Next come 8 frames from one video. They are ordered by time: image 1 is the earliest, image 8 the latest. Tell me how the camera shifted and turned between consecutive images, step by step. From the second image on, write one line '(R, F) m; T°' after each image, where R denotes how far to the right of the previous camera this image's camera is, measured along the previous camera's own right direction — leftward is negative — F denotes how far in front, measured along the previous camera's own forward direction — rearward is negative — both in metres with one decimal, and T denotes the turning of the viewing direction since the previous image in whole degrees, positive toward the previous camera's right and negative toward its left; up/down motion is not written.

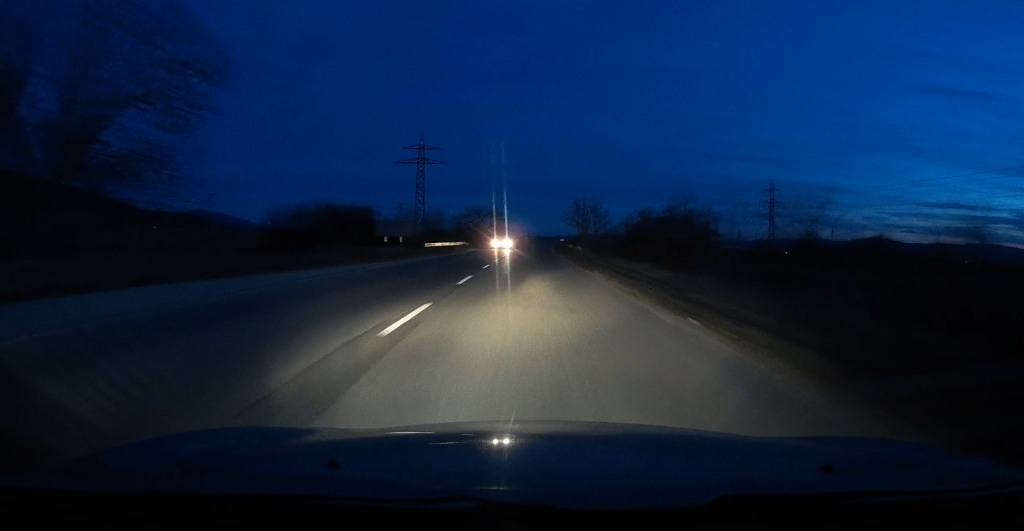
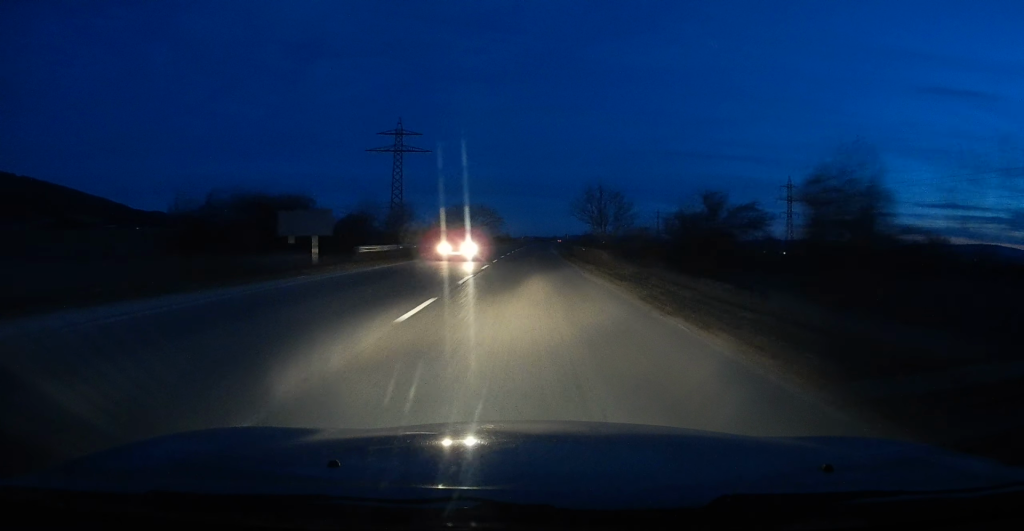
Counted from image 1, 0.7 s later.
(+0.2, +14.6) m; +1°
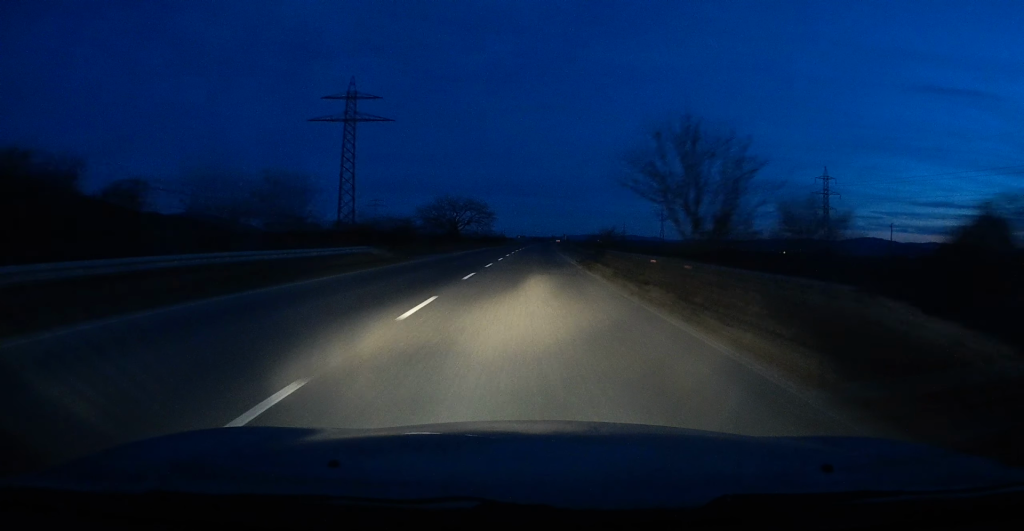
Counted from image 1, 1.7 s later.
(+0.2, +22.0) m; 0°
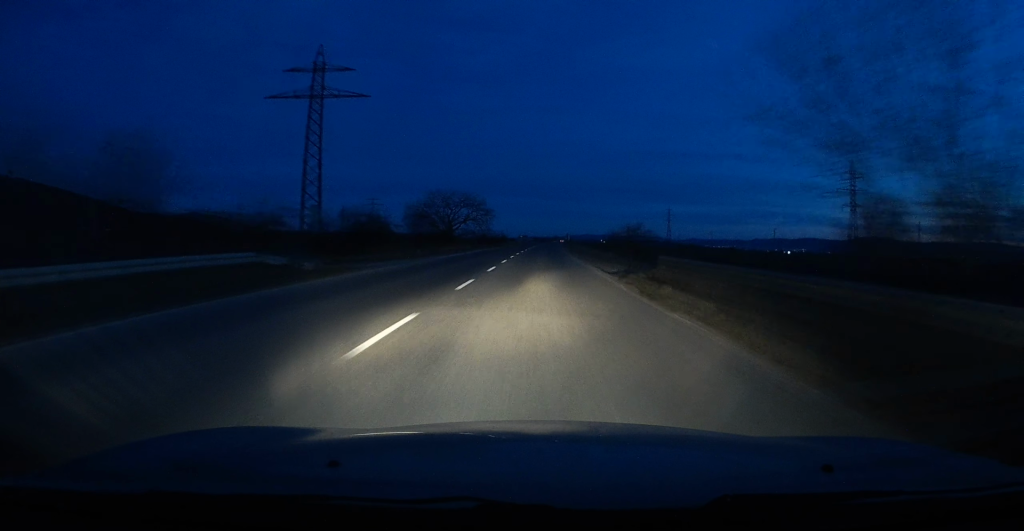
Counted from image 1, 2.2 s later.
(+0.1, +11.0) m; -1°
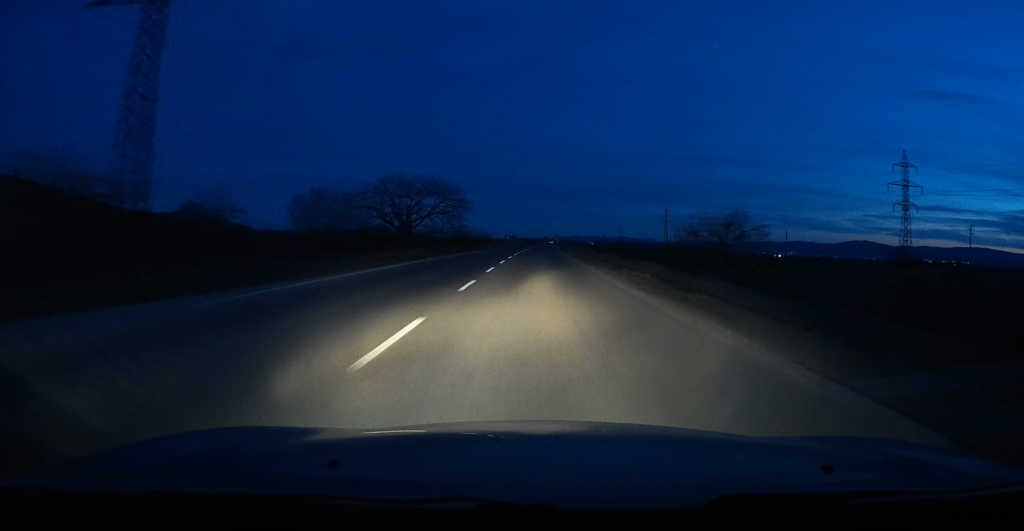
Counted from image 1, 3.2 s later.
(-0.3, +23.5) m; 0°
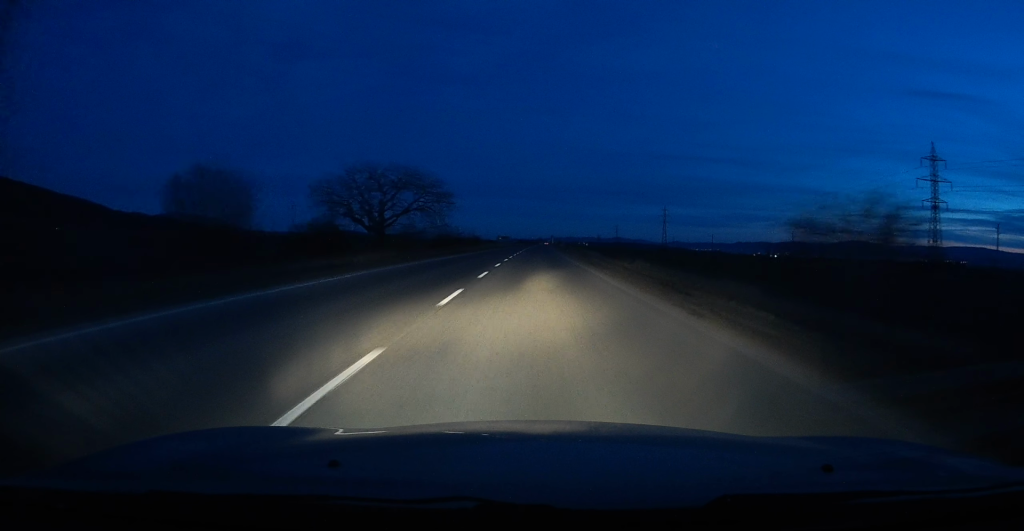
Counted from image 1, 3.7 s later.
(+0.2, +10.3) m; +1°
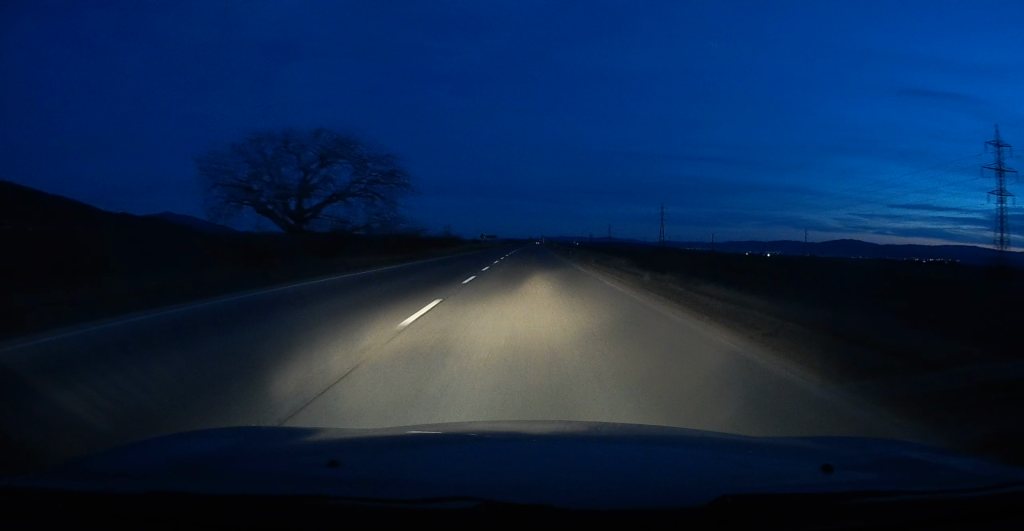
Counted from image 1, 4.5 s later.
(+0.2, +18.3) m; +1°
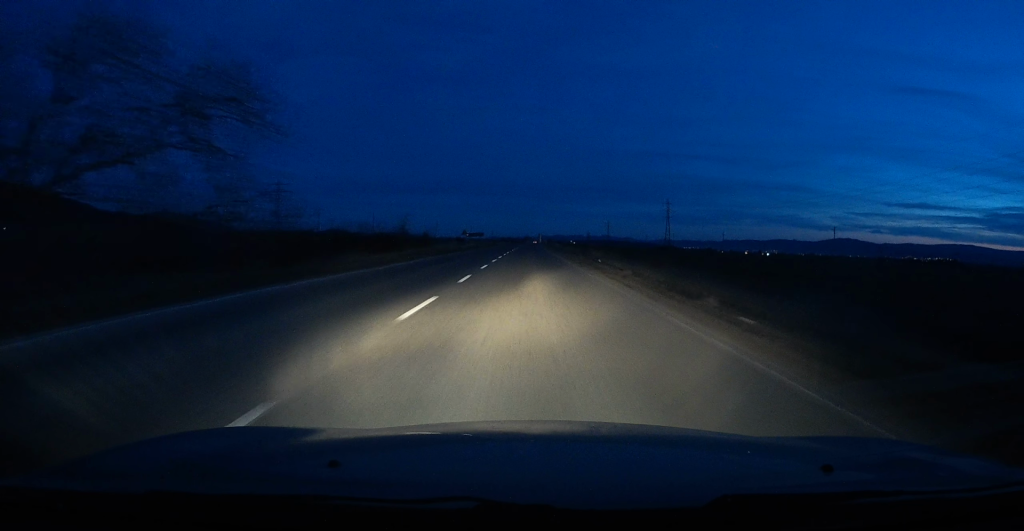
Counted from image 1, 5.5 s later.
(+0.2, +22.0) m; +1°
